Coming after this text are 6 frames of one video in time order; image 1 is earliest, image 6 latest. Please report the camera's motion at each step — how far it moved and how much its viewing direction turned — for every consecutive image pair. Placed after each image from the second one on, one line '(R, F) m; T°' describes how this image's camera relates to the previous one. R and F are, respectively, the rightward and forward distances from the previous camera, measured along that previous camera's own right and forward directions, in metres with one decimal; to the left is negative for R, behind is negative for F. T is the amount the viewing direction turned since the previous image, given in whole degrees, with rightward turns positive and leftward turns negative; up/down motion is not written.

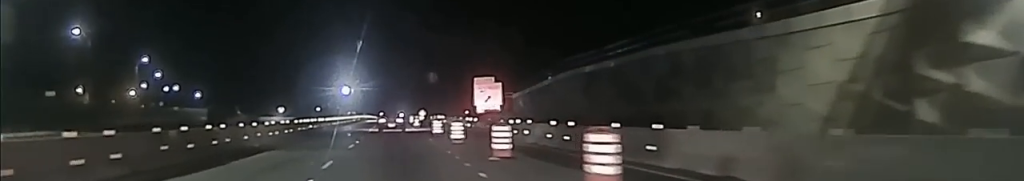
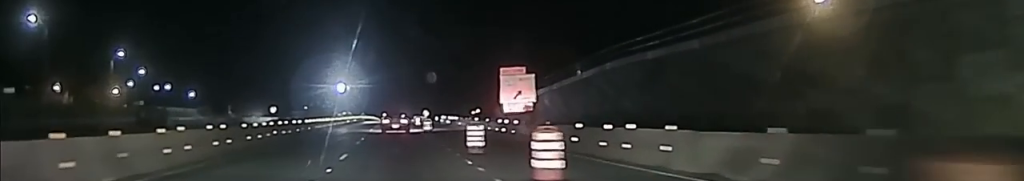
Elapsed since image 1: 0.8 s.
(-0.1, +20.3) m; -1°
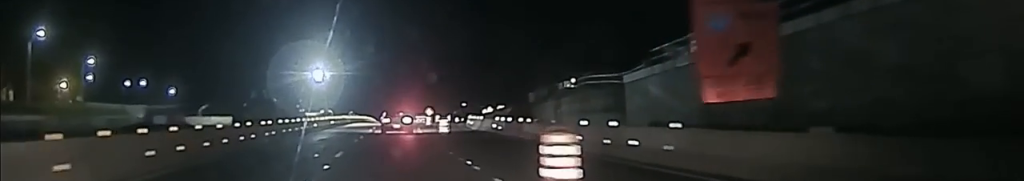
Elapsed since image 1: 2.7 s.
(-0.7, +47.0) m; 0°
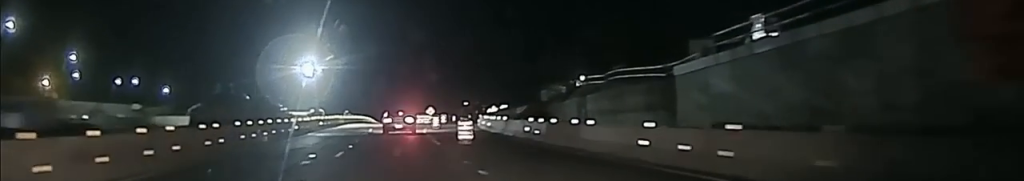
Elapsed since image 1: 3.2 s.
(+0.1, +12.5) m; 0°
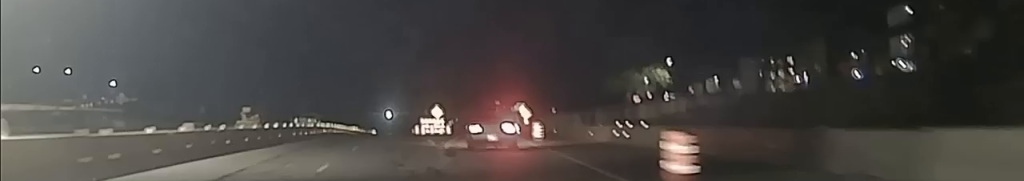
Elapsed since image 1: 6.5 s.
(-0.1, +77.8) m; 0°
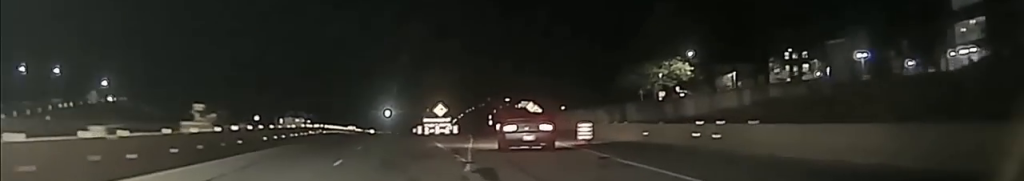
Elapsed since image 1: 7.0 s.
(-0.1, +12.4) m; +1°
